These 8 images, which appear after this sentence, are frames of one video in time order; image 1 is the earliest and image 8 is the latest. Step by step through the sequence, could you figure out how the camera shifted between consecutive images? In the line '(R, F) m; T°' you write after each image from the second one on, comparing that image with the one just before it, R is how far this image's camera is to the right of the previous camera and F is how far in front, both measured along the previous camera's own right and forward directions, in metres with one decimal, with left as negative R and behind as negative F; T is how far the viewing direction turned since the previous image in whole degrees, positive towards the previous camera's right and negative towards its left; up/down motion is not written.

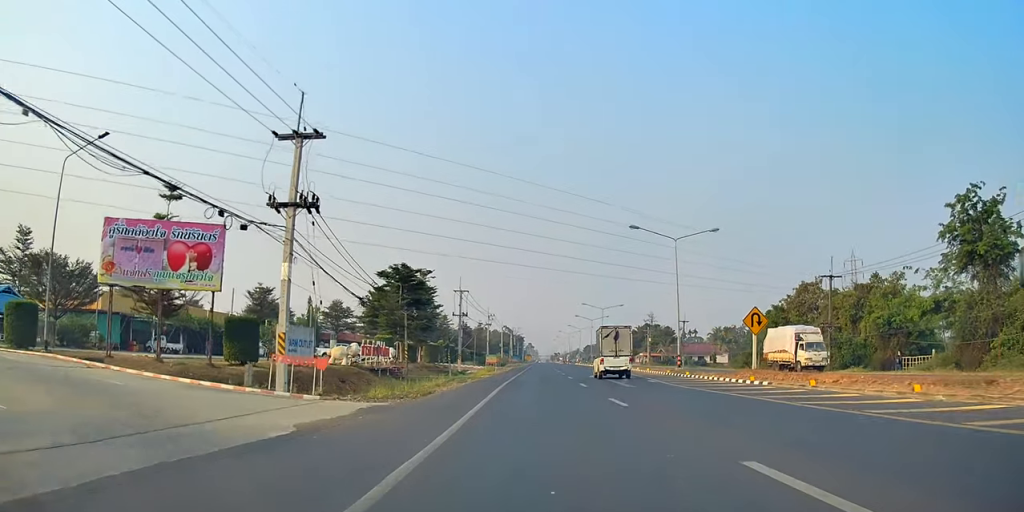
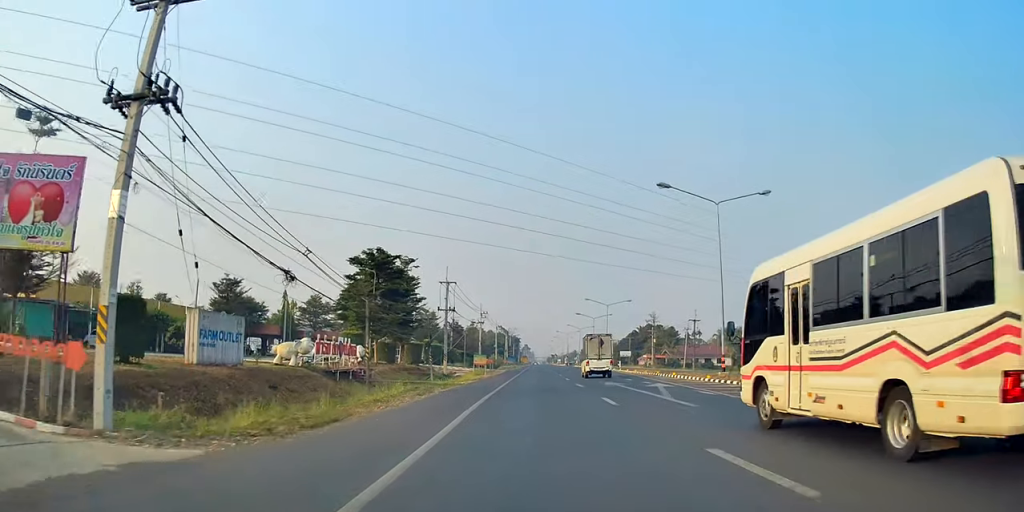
(0.0, +10.6) m; 0°
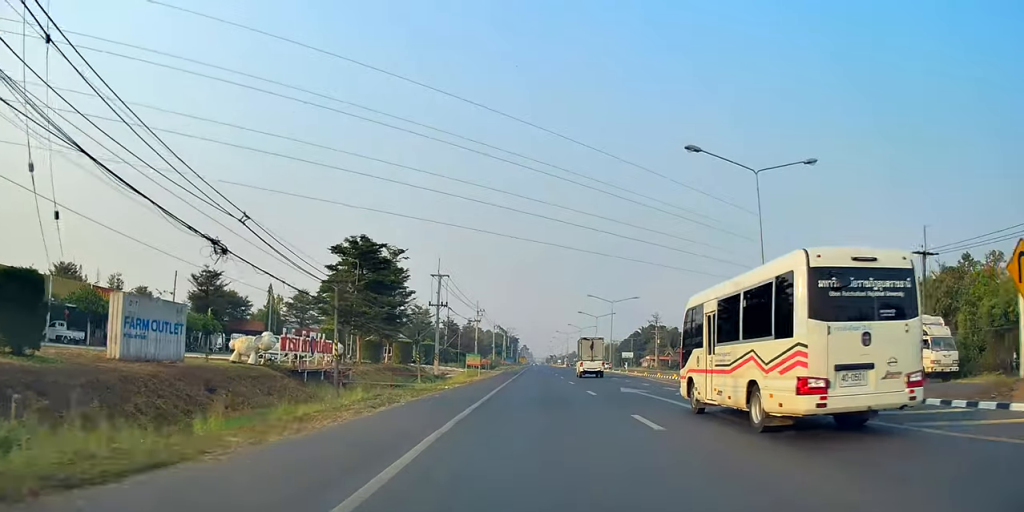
(+0.1, +6.2) m; 0°
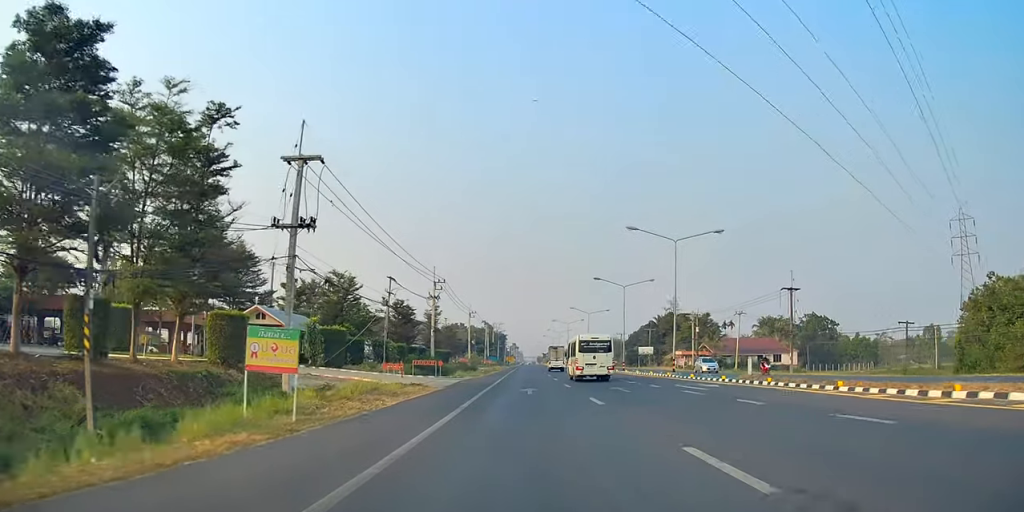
(-0.1, +41.2) m; +2°
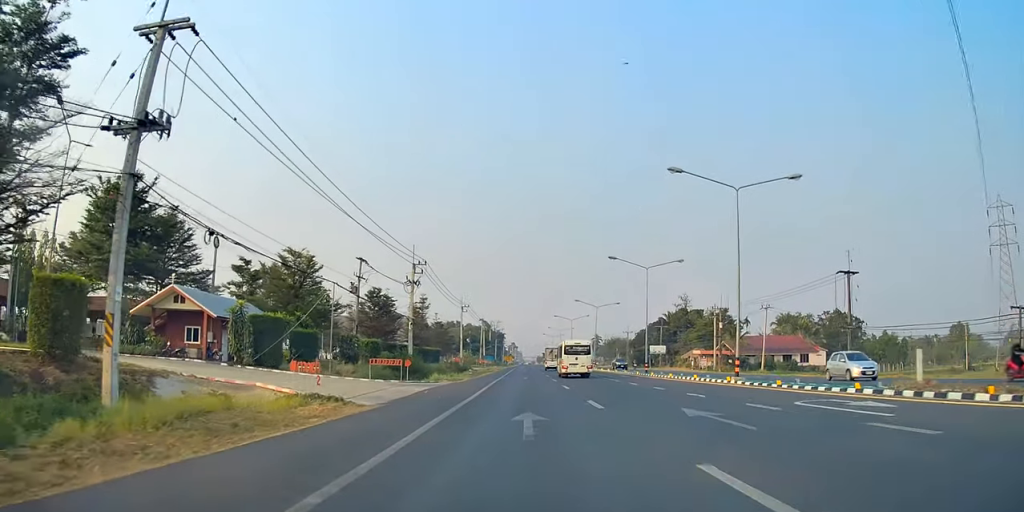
(+0.3, +13.3) m; +1°
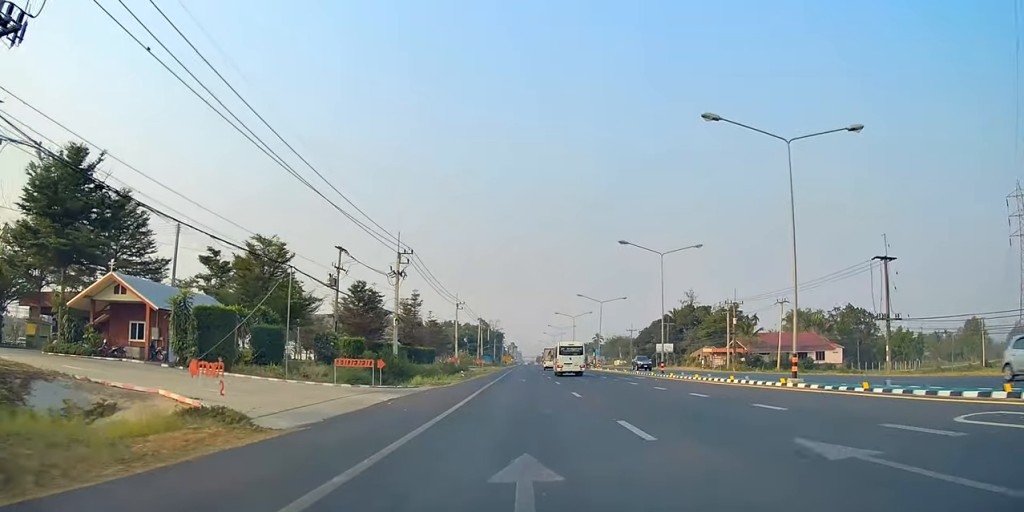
(+0.3, +6.4) m; 0°
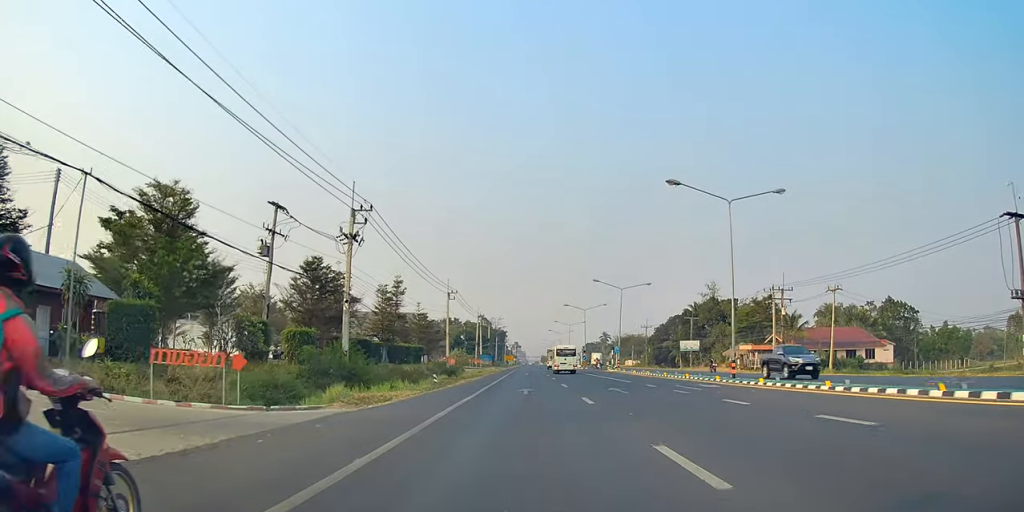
(-0.6, +15.7) m; -4°
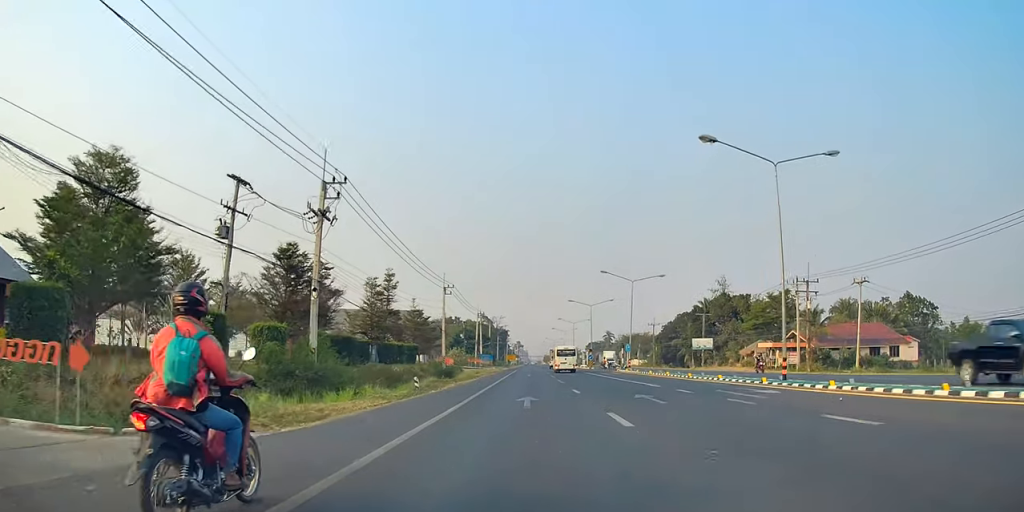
(-0.1, +6.4) m; 0°
